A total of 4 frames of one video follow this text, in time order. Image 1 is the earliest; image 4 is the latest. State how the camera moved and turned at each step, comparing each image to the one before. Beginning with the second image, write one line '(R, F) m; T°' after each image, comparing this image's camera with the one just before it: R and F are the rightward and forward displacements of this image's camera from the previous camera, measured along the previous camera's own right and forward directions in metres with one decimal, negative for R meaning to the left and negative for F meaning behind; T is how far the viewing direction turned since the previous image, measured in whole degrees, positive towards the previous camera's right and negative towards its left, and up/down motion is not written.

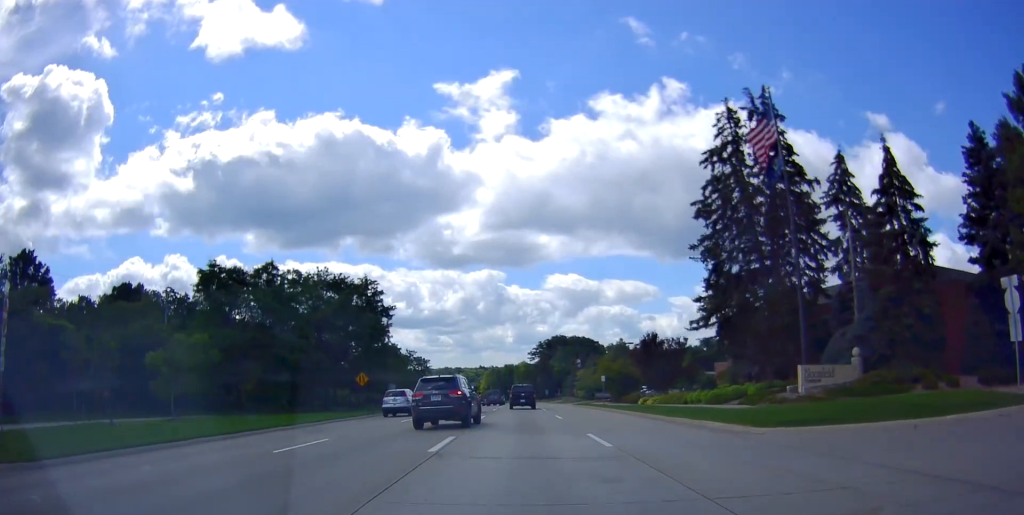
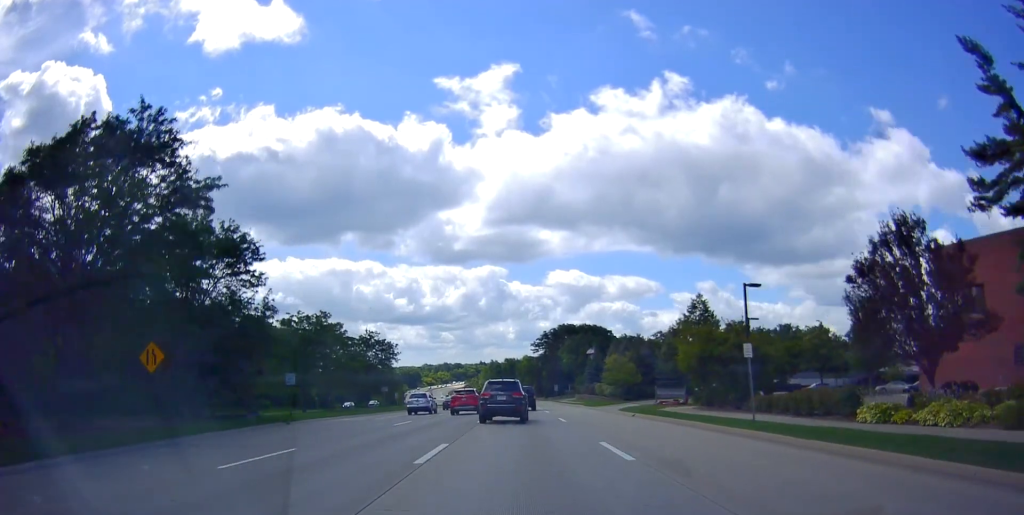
(-0.4, +32.1) m; 0°
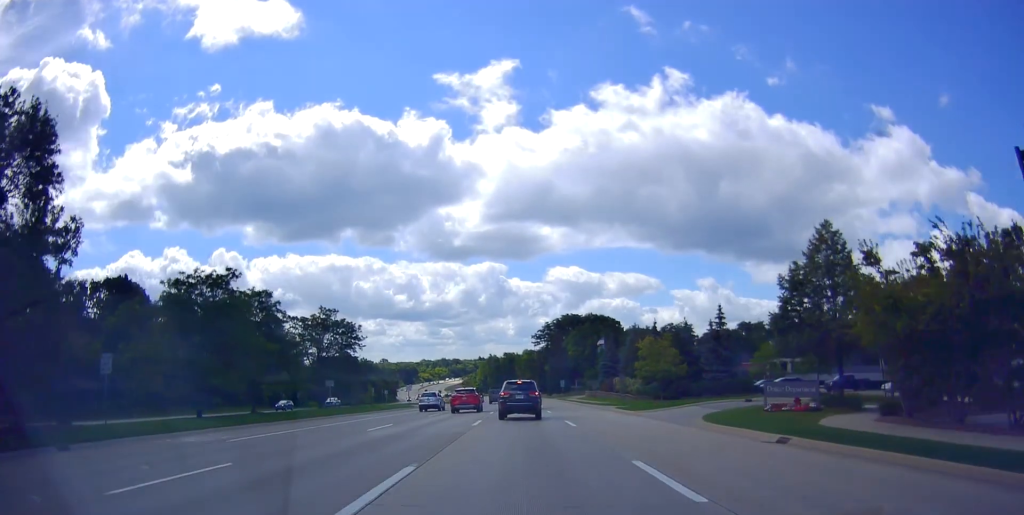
(+0.3, +19.3) m; 0°
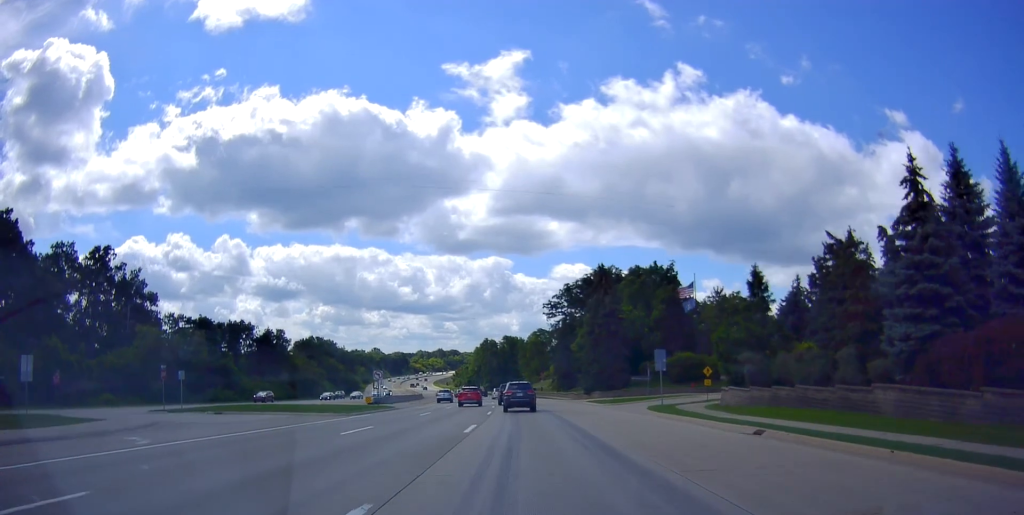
(-2.3, +74.0) m; -3°
